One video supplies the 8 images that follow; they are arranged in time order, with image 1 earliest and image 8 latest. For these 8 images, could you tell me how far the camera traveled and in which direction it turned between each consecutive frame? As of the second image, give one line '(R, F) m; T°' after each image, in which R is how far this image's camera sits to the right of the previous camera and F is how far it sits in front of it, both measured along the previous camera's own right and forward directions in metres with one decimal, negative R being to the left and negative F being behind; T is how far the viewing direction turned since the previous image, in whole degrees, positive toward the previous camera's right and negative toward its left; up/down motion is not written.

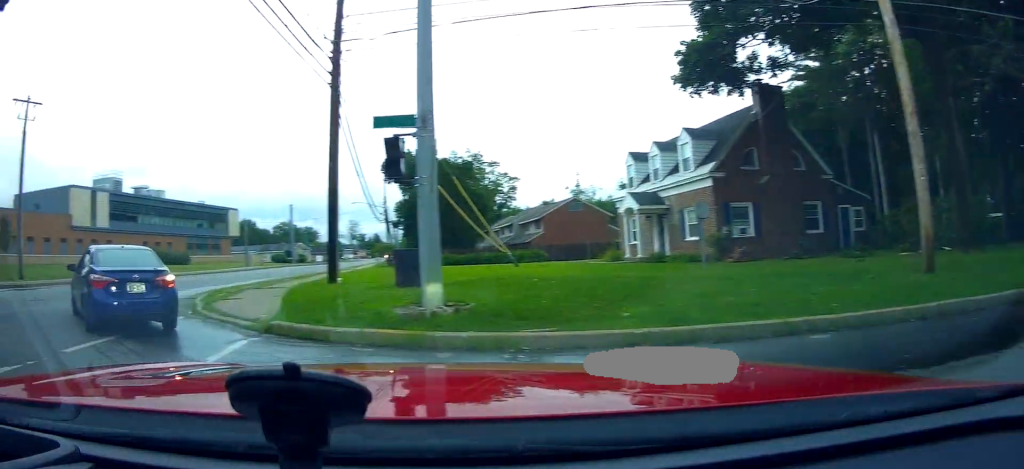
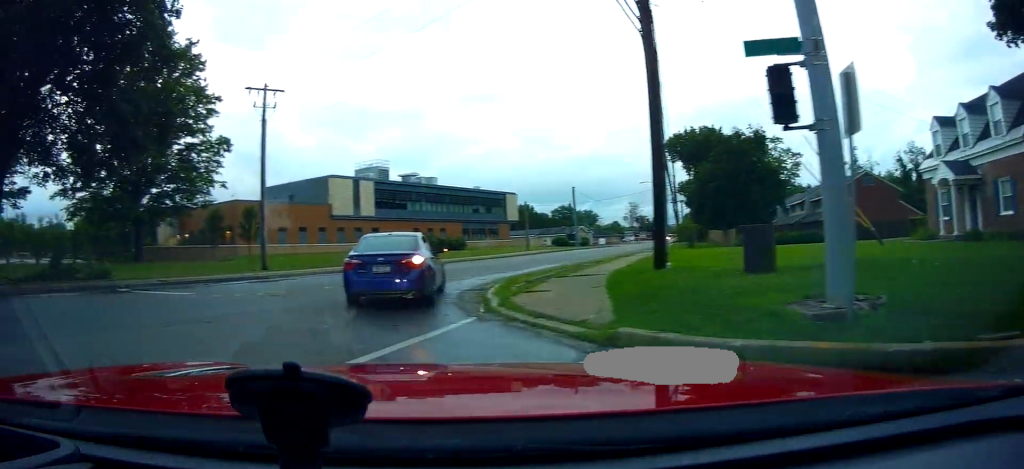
(-0.9, +3.2) m; -20°
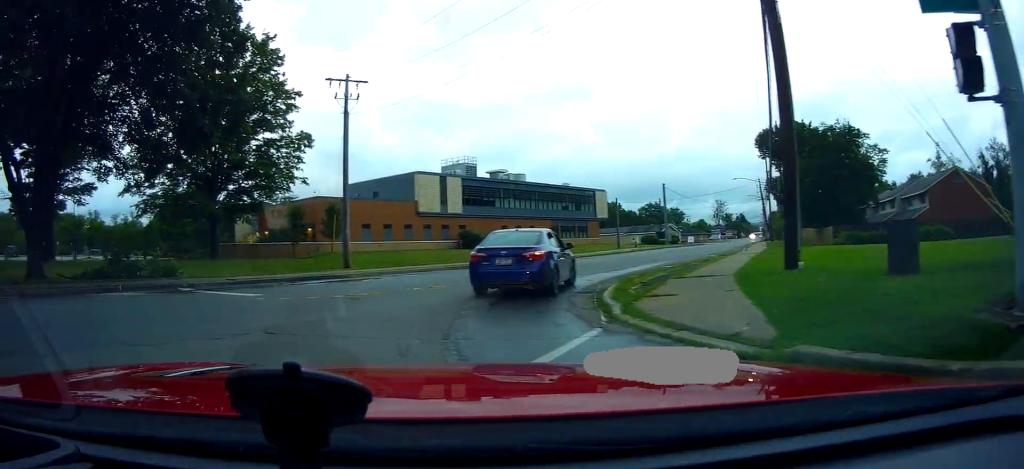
(-0.1, +1.8) m; -5°
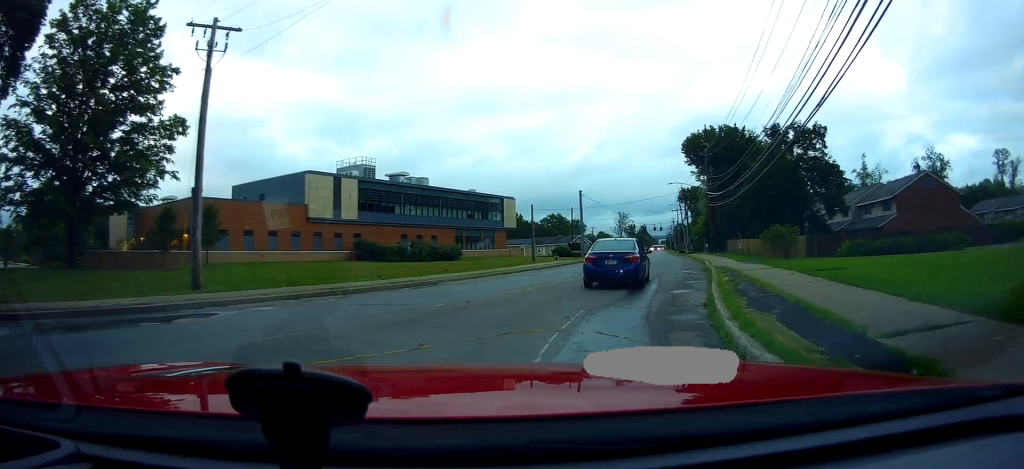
(-0.4, +9.5) m; +7°
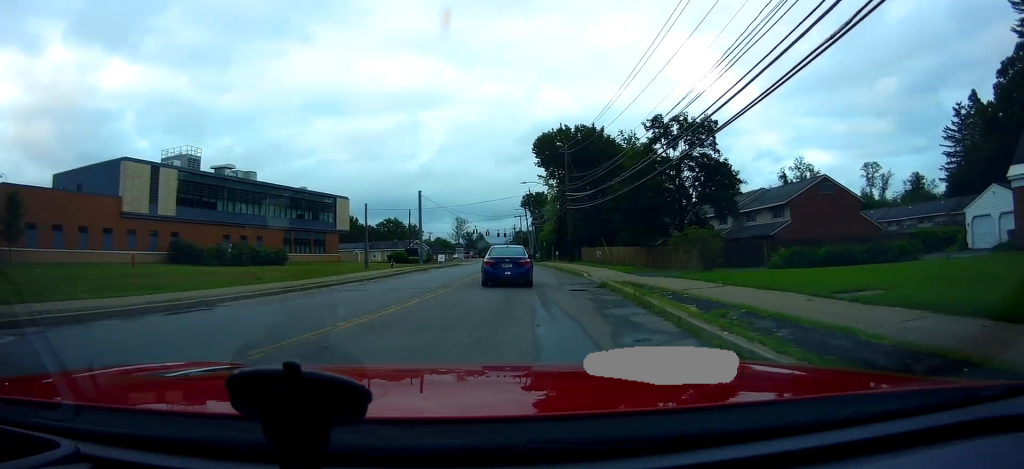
(+1.3, +7.4) m; +17°
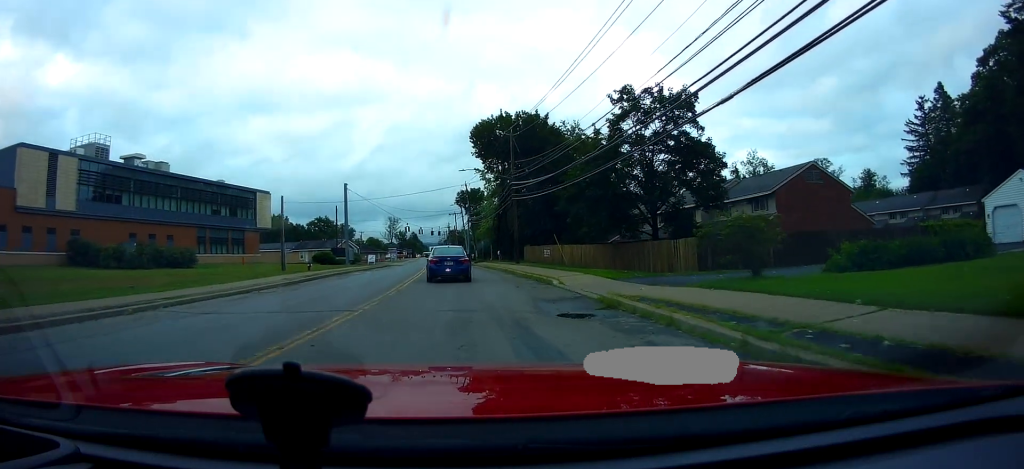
(+0.6, +7.8) m; +9°
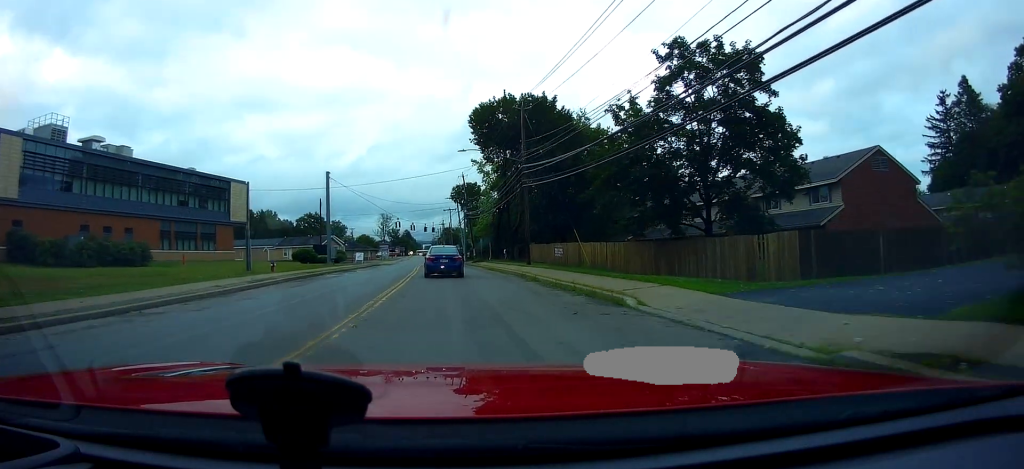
(+0.7, +8.5) m; +1°
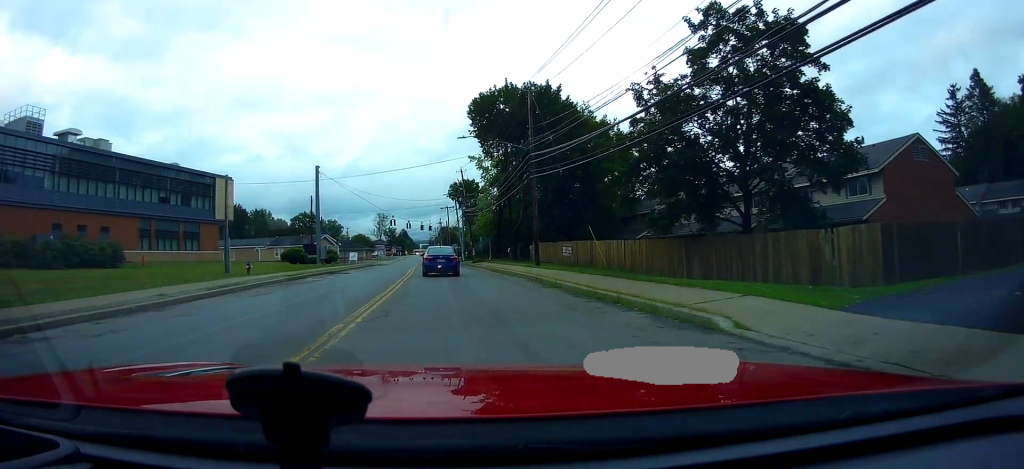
(-0.1, +4.3) m; -2°
